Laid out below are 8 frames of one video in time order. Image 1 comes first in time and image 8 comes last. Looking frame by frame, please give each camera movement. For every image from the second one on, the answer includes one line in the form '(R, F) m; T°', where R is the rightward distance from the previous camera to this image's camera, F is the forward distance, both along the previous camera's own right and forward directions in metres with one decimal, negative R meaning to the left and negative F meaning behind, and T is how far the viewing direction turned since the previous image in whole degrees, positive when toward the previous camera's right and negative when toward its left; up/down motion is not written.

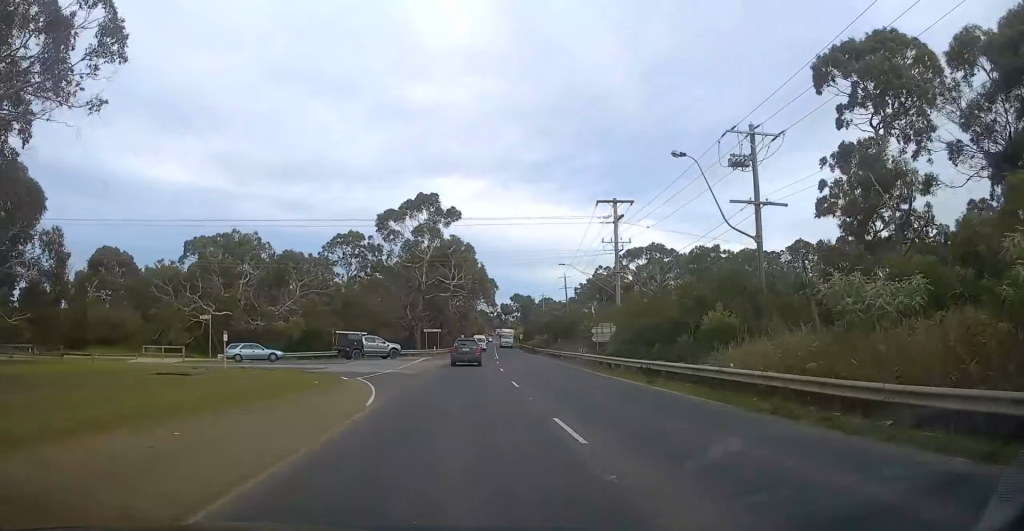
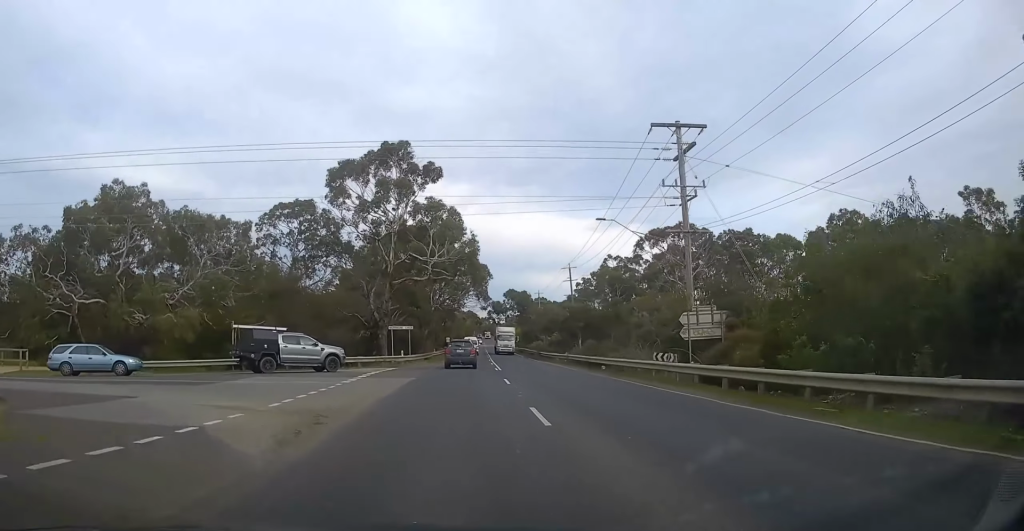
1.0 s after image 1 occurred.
(+0.2, +22.2) m; +2°
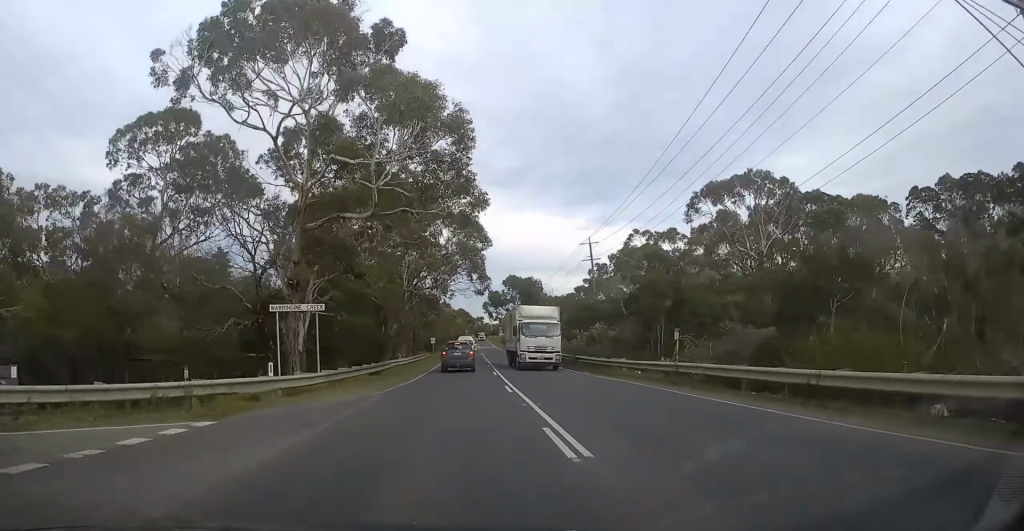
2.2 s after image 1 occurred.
(+0.6, +27.1) m; +2°
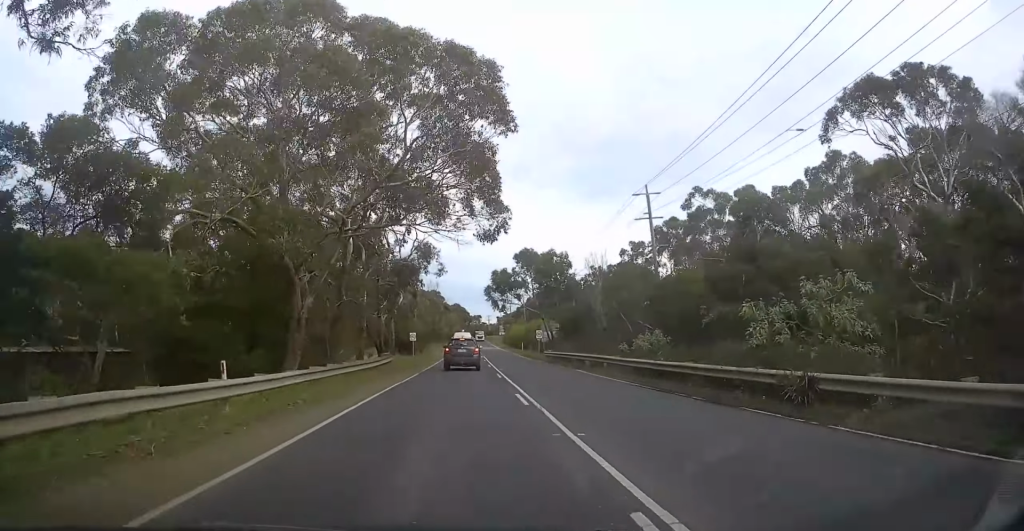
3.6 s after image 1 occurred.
(+0.8, +29.3) m; +1°
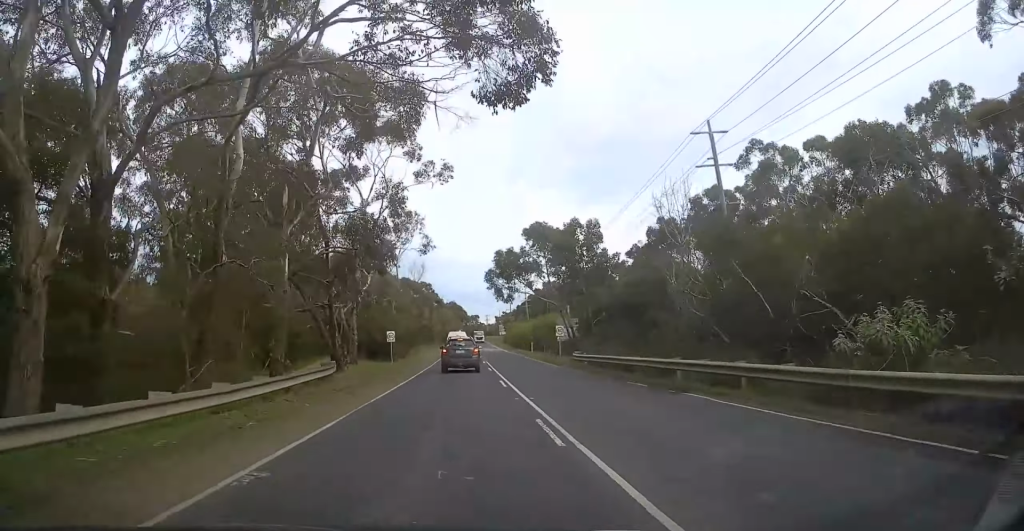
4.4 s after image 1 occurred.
(-0.4, +17.7) m; -1°
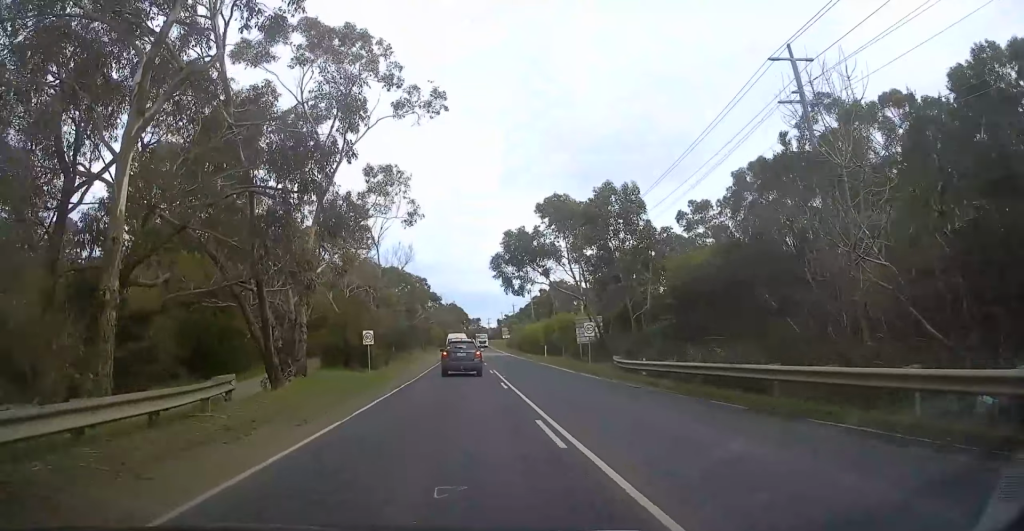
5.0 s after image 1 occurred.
(-0.1, +12.4) m; -1°
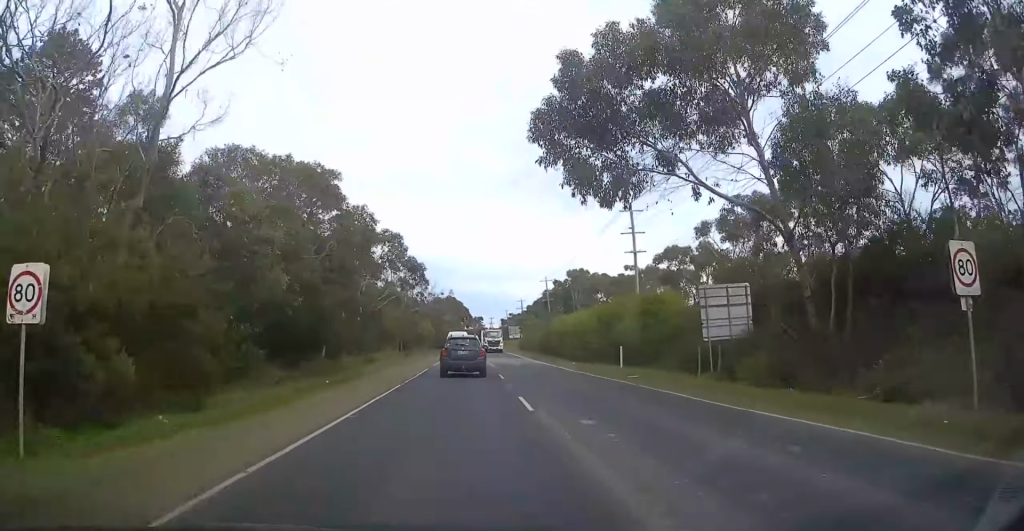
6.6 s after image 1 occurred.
(-0.9, +31.1) m; -1°
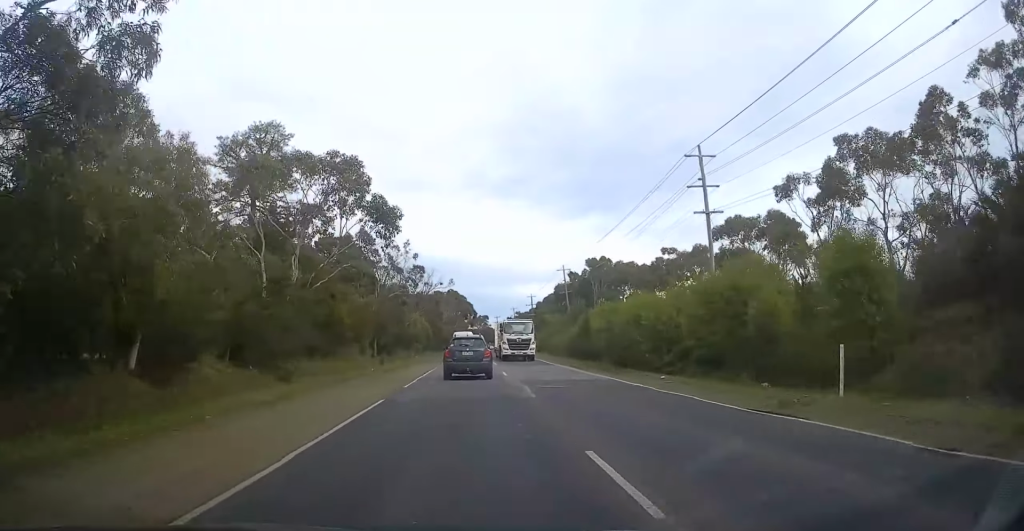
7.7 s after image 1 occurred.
(+0.8, +19.5) m; +2°
